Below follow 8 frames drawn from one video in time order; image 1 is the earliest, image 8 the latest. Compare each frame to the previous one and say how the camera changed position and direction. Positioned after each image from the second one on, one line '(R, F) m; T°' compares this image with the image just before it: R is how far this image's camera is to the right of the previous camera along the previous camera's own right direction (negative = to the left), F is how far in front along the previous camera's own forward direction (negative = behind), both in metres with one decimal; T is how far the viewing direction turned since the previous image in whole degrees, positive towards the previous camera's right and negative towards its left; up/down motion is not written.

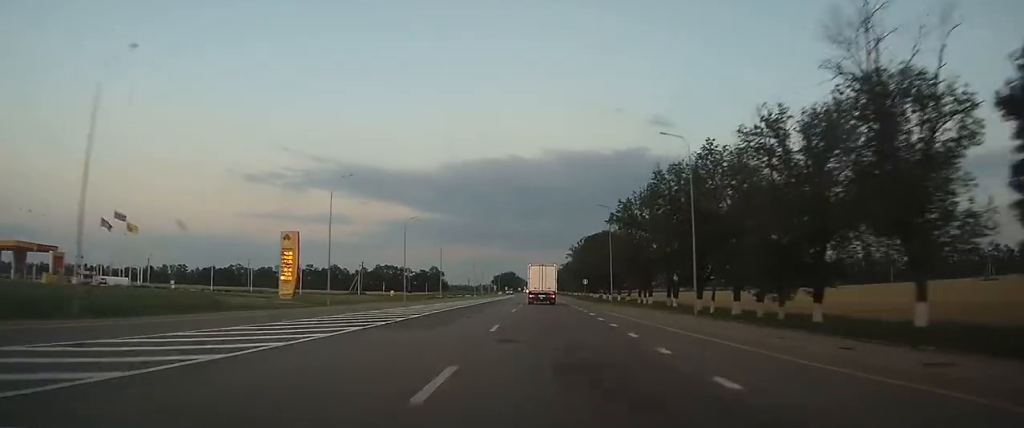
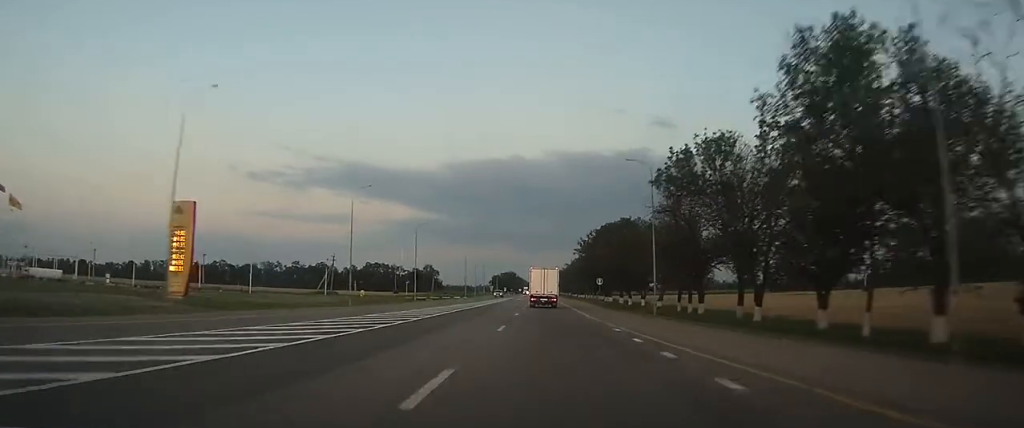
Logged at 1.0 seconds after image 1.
(0.0, +24.1) m; 0°
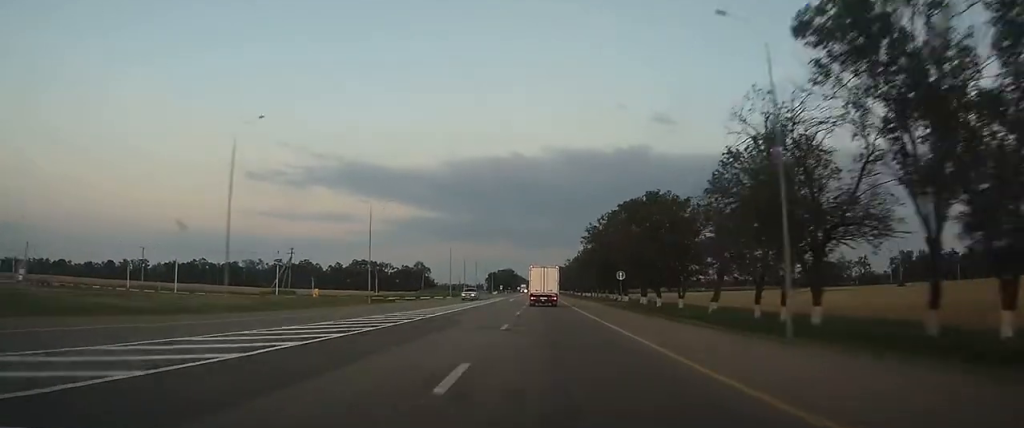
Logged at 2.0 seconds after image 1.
(0.0, +23.3) m; 0°
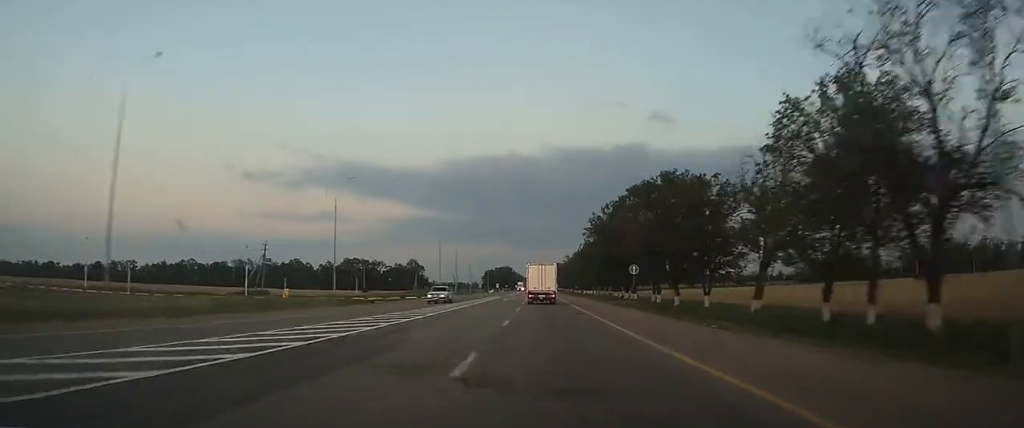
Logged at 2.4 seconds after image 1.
(0.0, +10.5) m; 0°
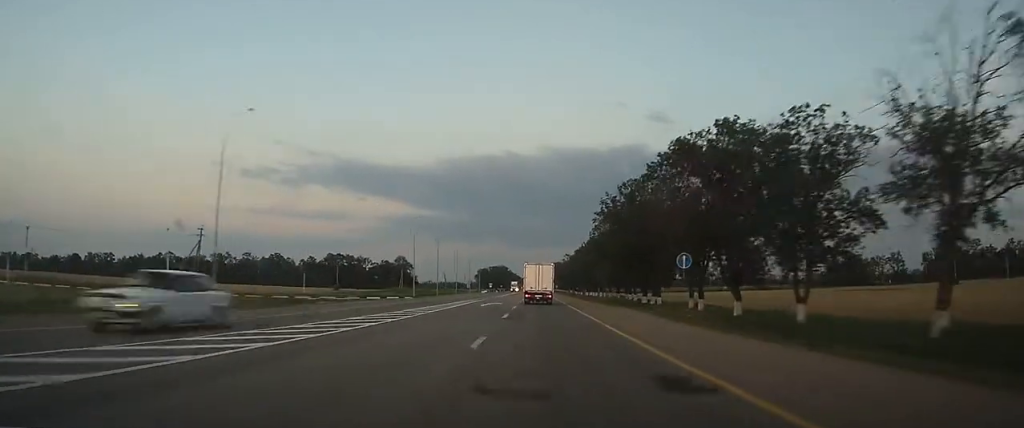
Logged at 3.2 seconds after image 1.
(0.0, +20.1) m; 0°
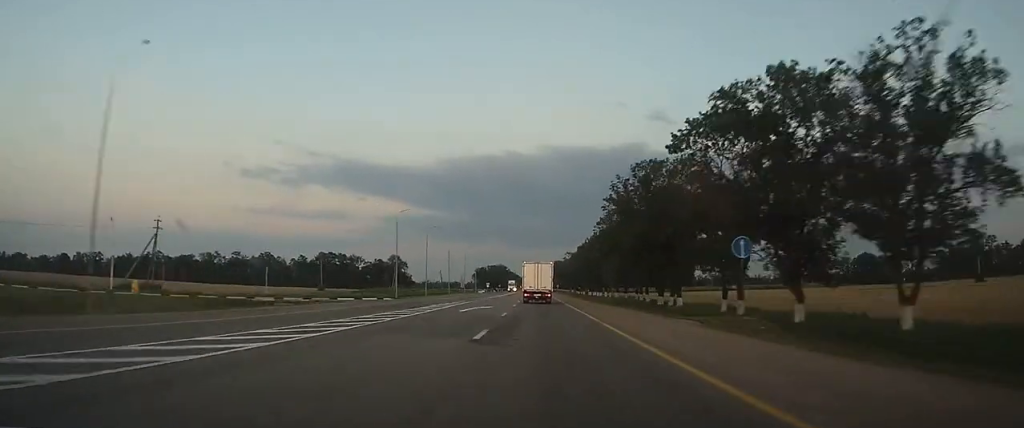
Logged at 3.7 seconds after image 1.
(0.0, +10.5) m; 0°
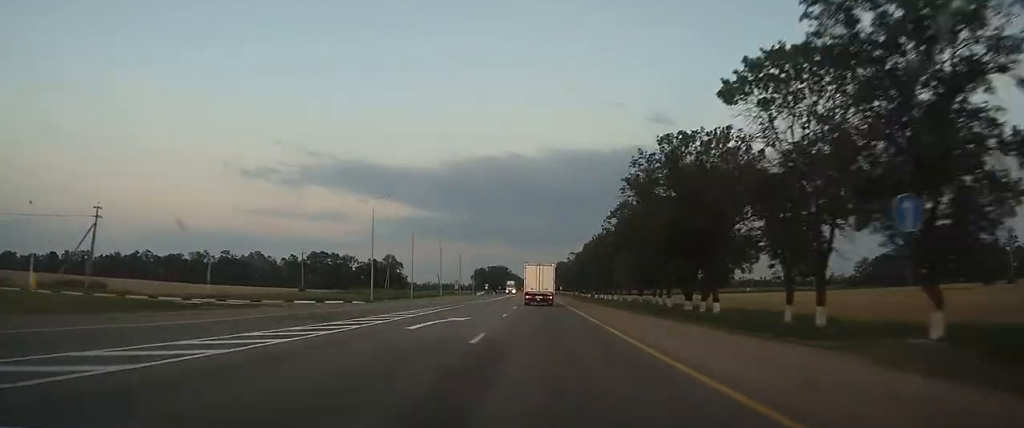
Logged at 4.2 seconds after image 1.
(0.0, +12.1) m; 0°
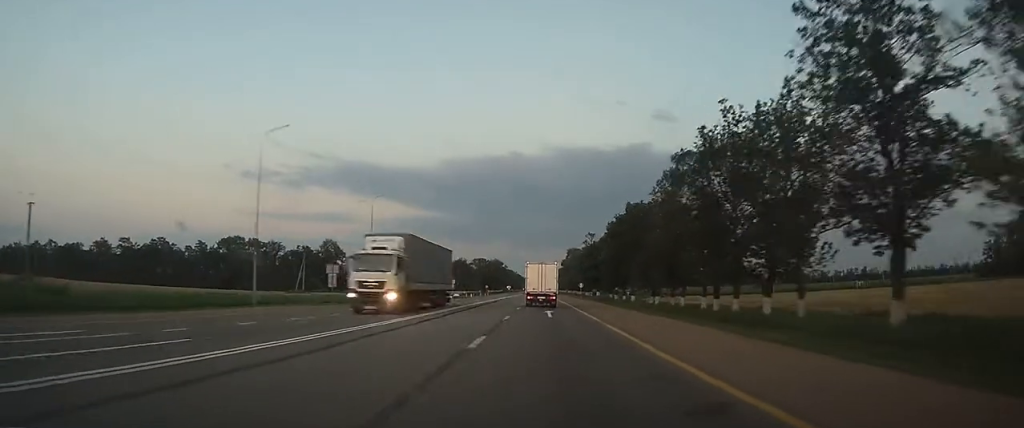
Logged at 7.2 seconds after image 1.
(-0.2, +72.9) m; 0°
